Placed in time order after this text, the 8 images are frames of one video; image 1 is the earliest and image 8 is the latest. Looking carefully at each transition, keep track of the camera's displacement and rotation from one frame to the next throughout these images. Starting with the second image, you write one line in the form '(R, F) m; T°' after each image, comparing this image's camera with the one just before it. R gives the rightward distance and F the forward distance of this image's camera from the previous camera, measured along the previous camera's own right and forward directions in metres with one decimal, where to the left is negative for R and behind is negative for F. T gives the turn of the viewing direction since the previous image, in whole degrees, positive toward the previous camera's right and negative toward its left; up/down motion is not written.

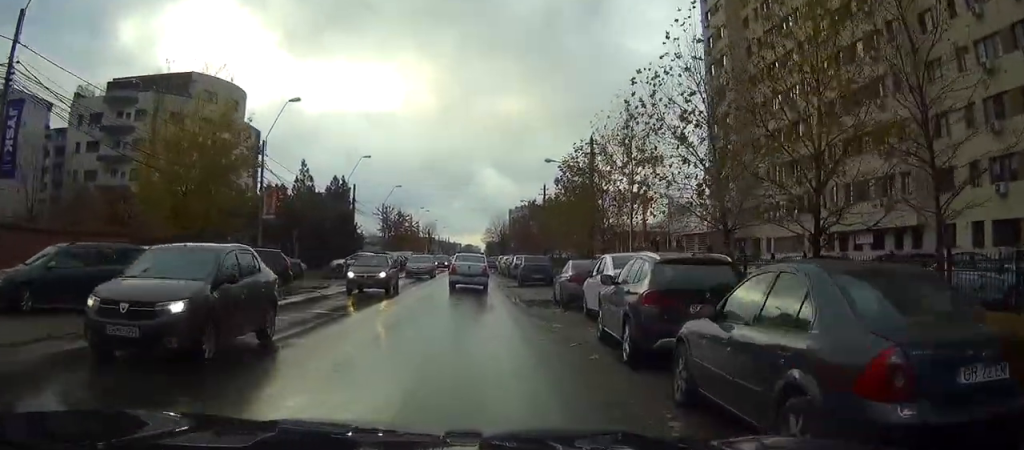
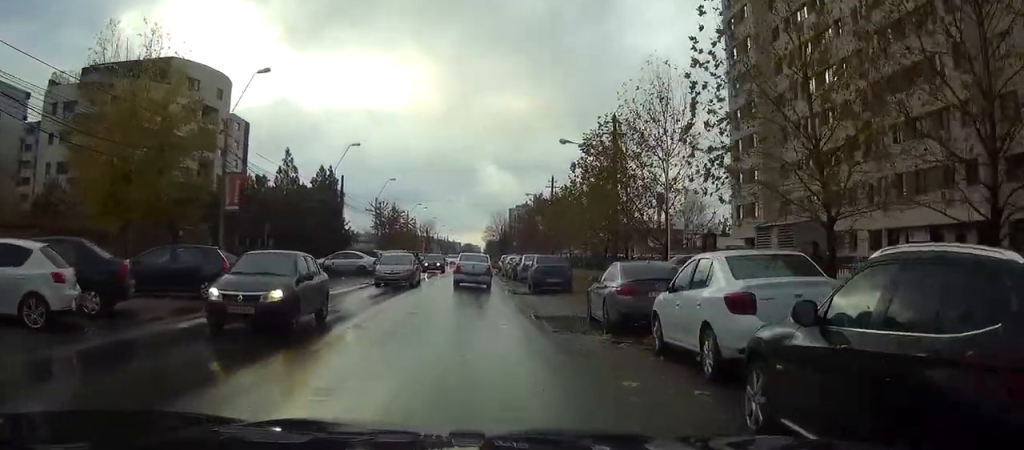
(+0.1, +6.7) m; +1°
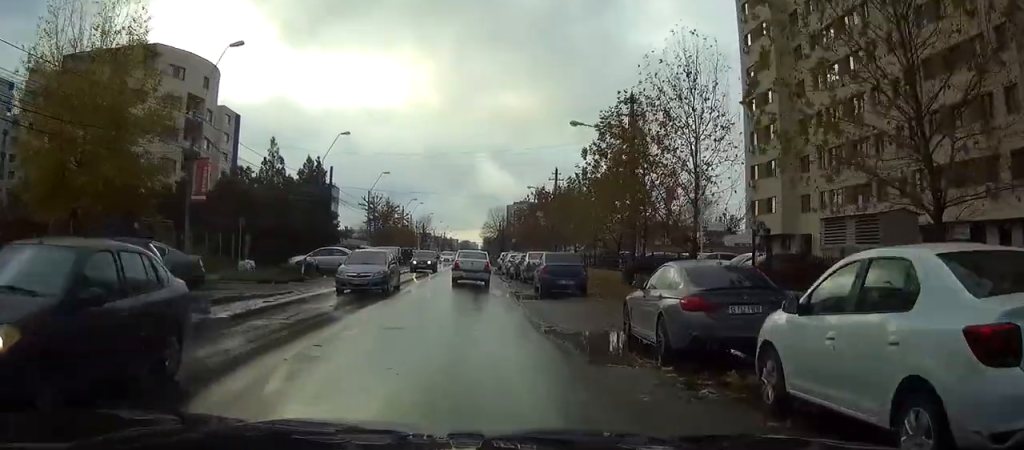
(-0.1, +4.2) m; 0°
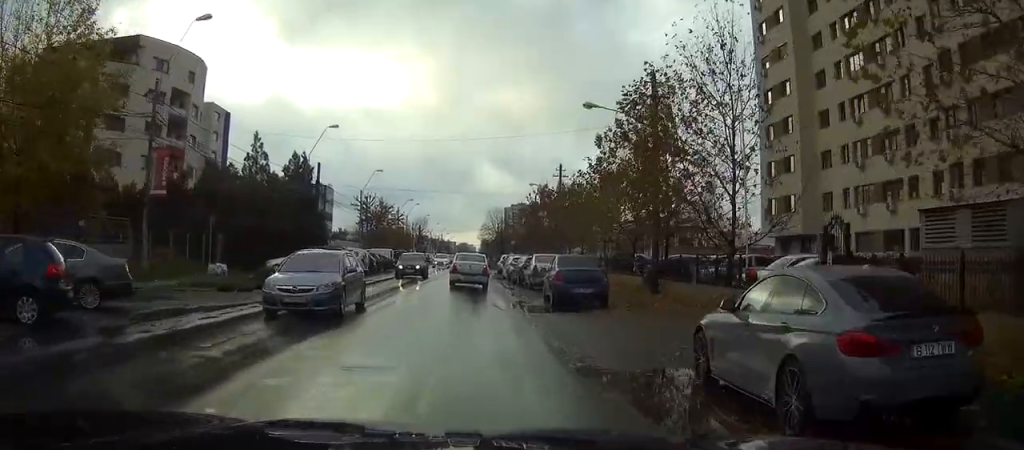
(+0.1, +4.3) m; +1°
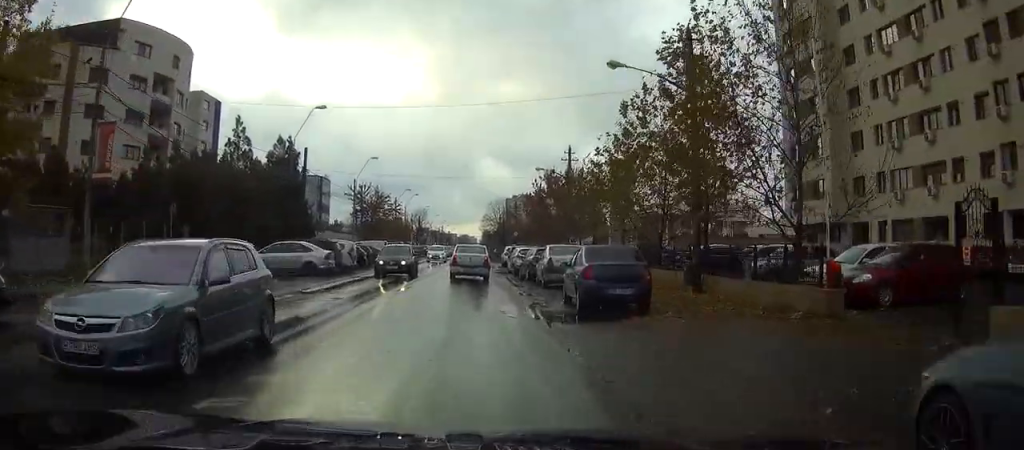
(+0.1, +4.9) m; +1°
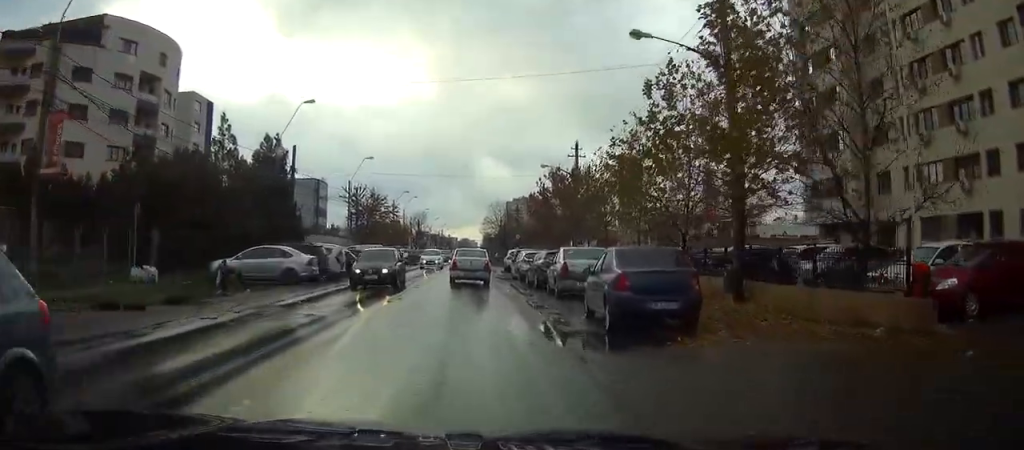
(0.0, +3.6) m; 0°
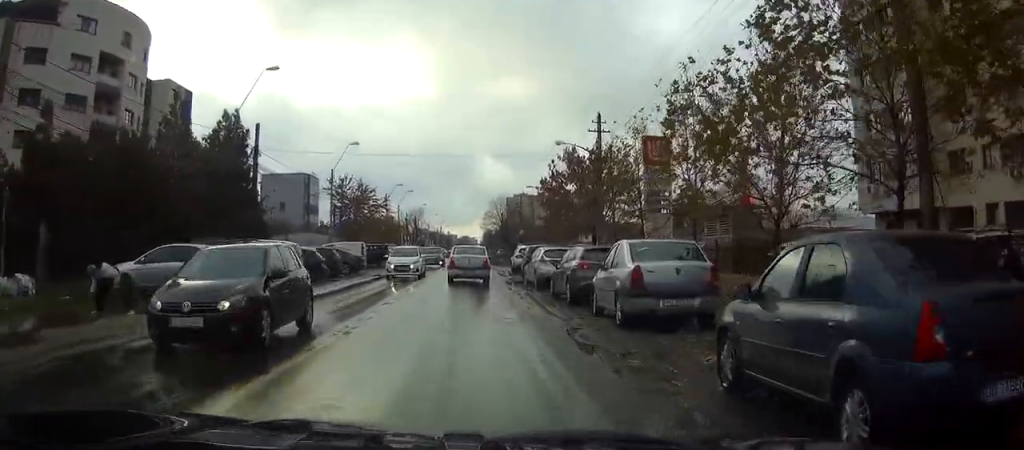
(-0.1, +8.8) m; -1°
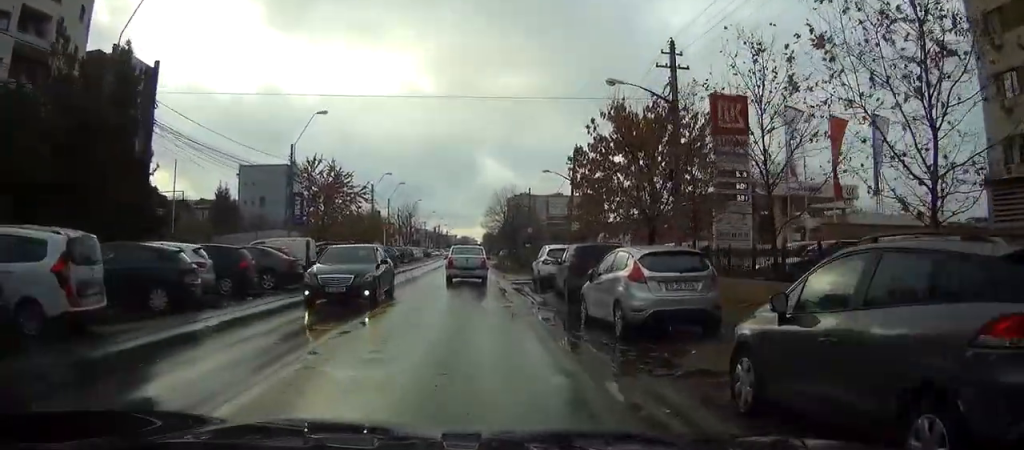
(-0.1, +14.9) m; +1°
